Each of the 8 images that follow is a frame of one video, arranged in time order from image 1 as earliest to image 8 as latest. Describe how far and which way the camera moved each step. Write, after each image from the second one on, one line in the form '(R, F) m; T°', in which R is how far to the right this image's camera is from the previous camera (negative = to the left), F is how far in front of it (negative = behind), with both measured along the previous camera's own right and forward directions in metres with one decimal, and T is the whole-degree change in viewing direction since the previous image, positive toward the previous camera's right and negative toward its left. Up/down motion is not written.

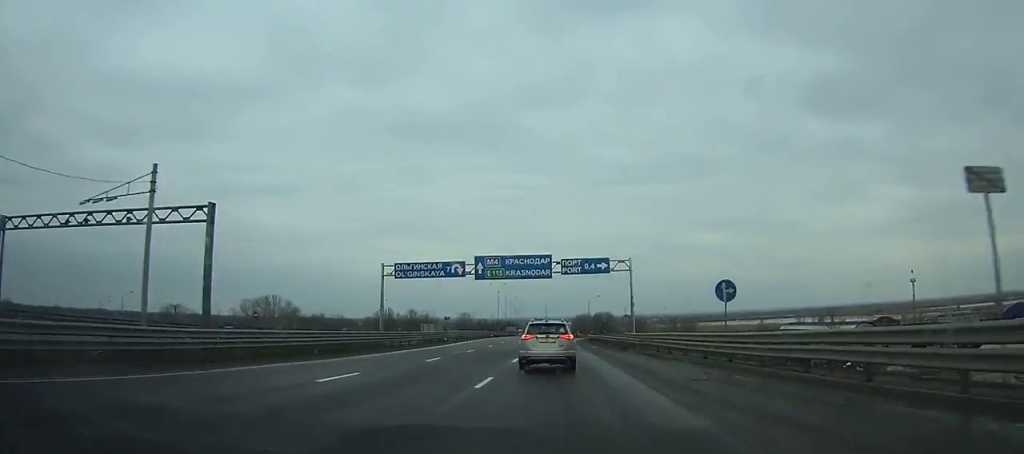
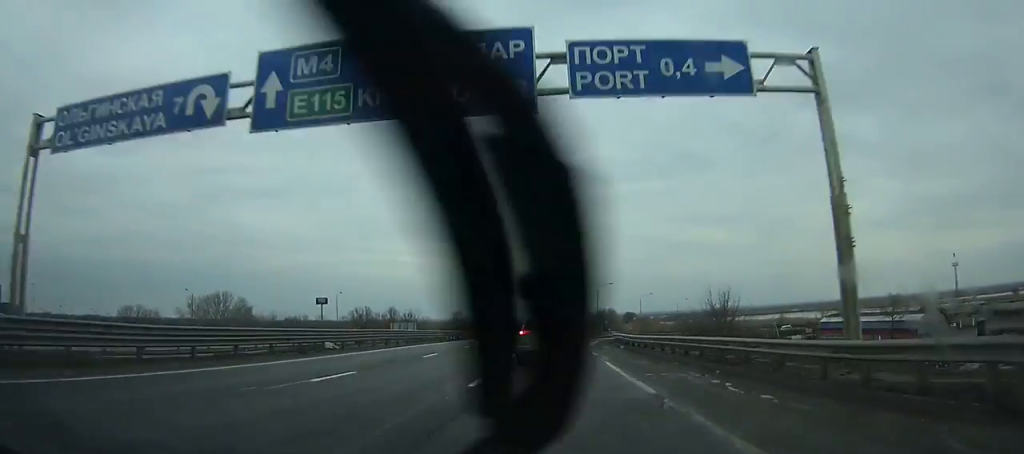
(+0.2, +34.8) m; +2°
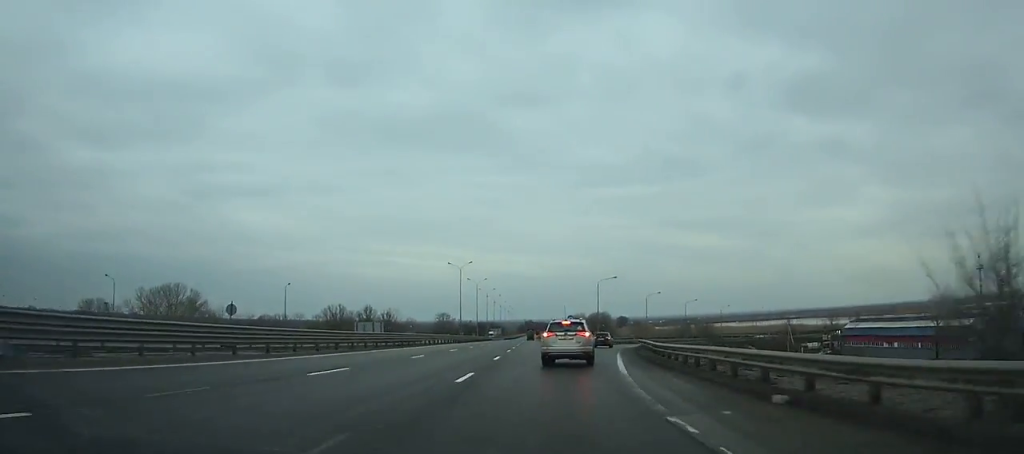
(-0.6, +23.9) m; +2°
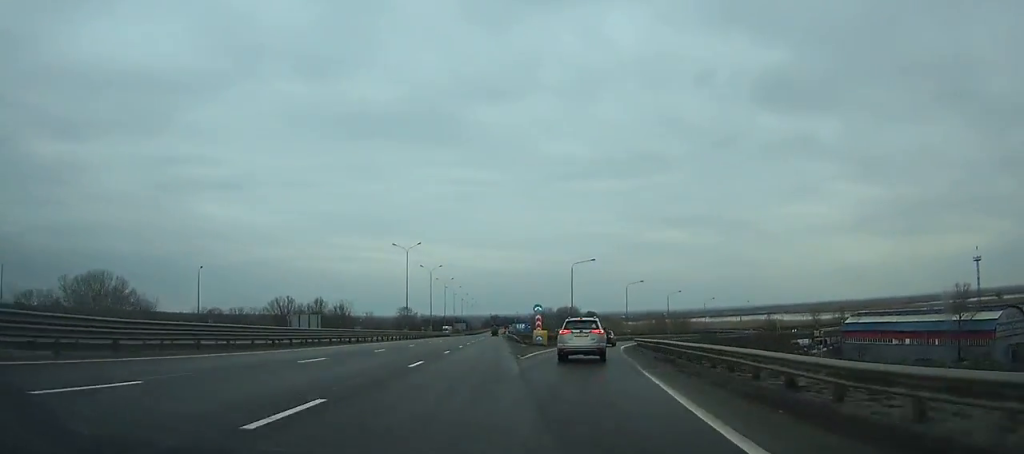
(+0.9, +20.0) m; +3°
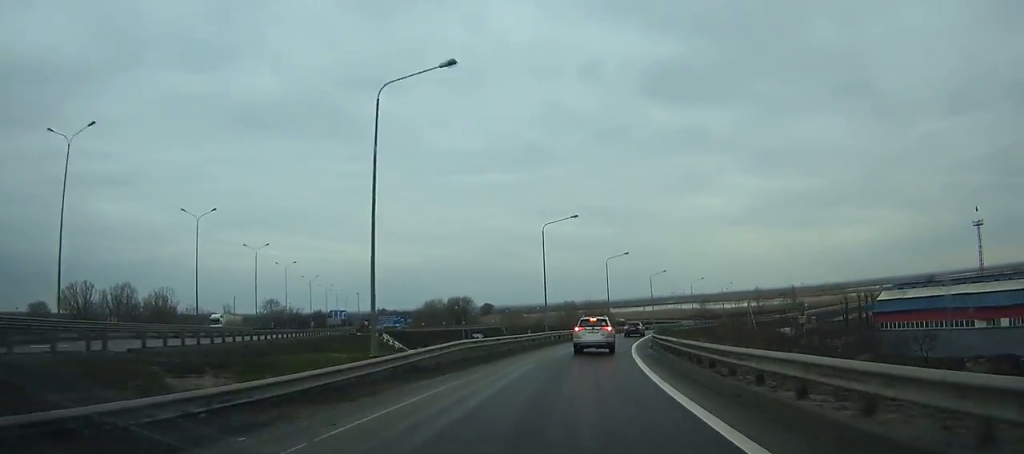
(+5.7, +60.7) m; +11°
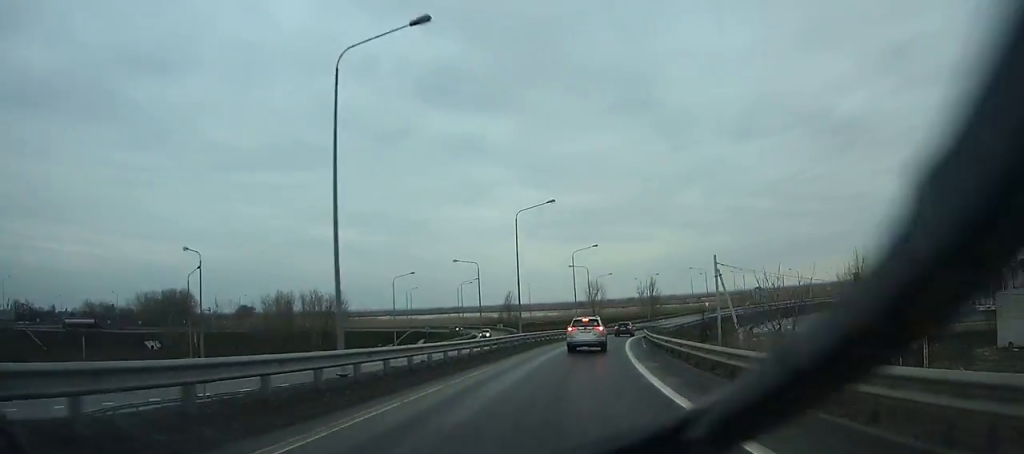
(+17.0, +97.4) m; +20°
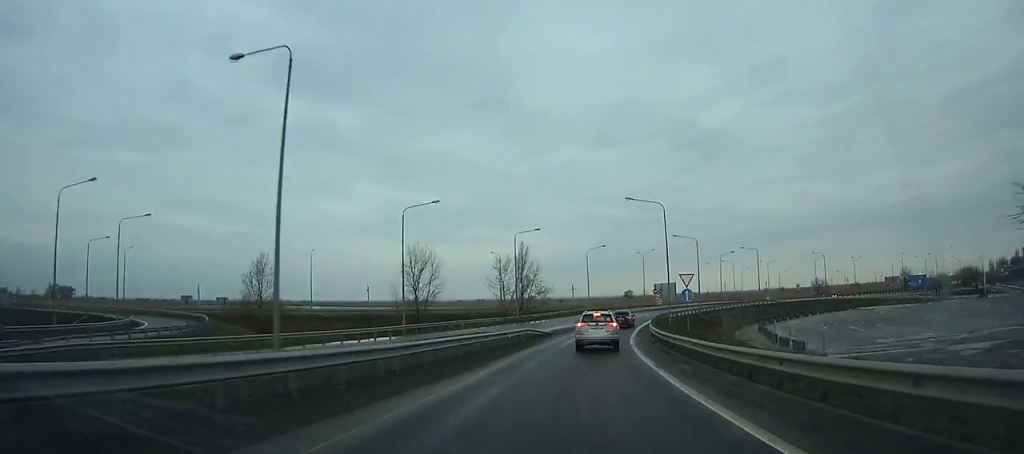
(+8.0, +69.1) m; +16°
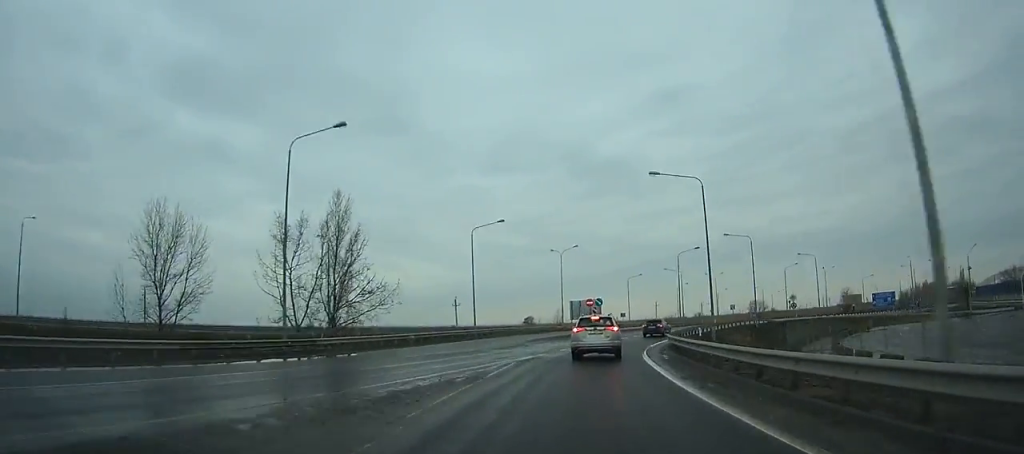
(+4.7, +43.7) m; +15°
